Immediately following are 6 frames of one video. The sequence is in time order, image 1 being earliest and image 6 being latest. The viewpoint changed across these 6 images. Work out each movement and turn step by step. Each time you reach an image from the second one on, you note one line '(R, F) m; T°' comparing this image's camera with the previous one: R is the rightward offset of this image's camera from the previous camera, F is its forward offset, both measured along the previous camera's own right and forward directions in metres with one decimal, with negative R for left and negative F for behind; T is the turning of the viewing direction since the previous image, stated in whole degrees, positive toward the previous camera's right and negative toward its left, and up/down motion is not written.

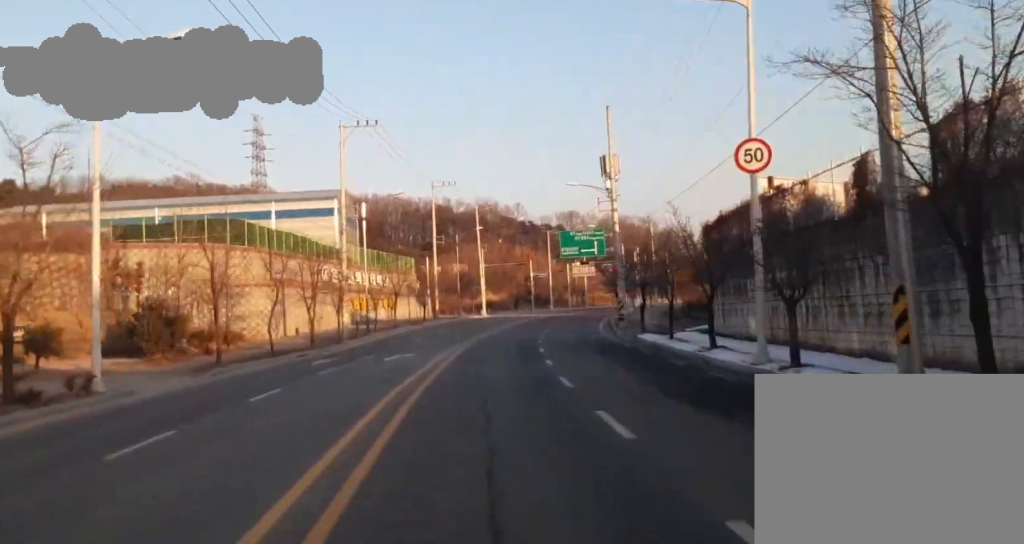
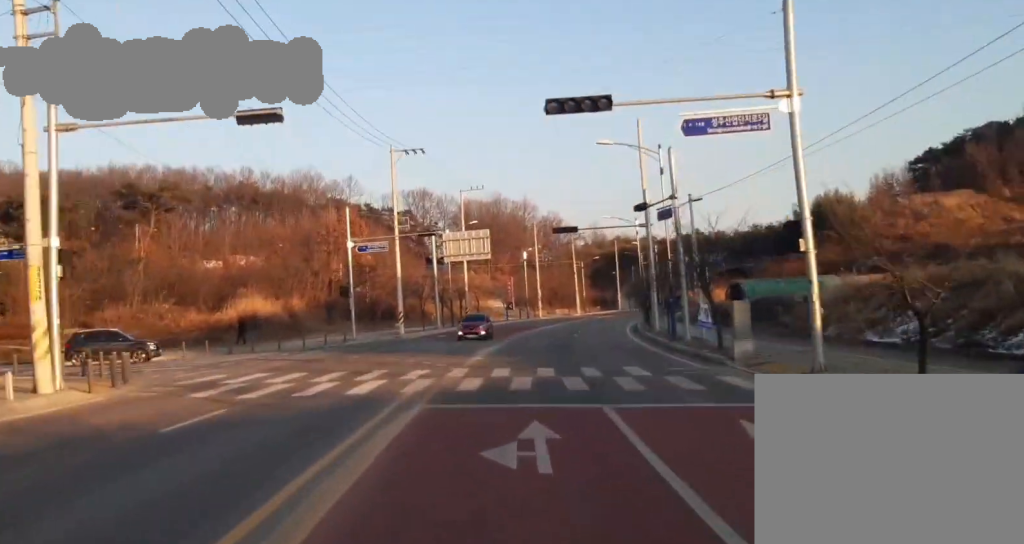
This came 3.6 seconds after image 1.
(+6.8, +94.4) m; +7°
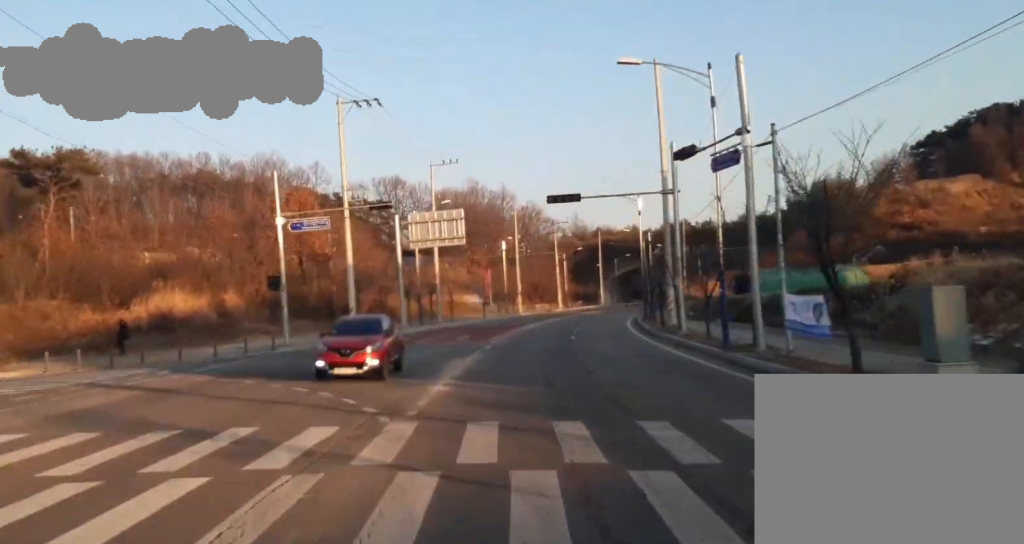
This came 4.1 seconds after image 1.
(-0.2, +14.0) m; +1°
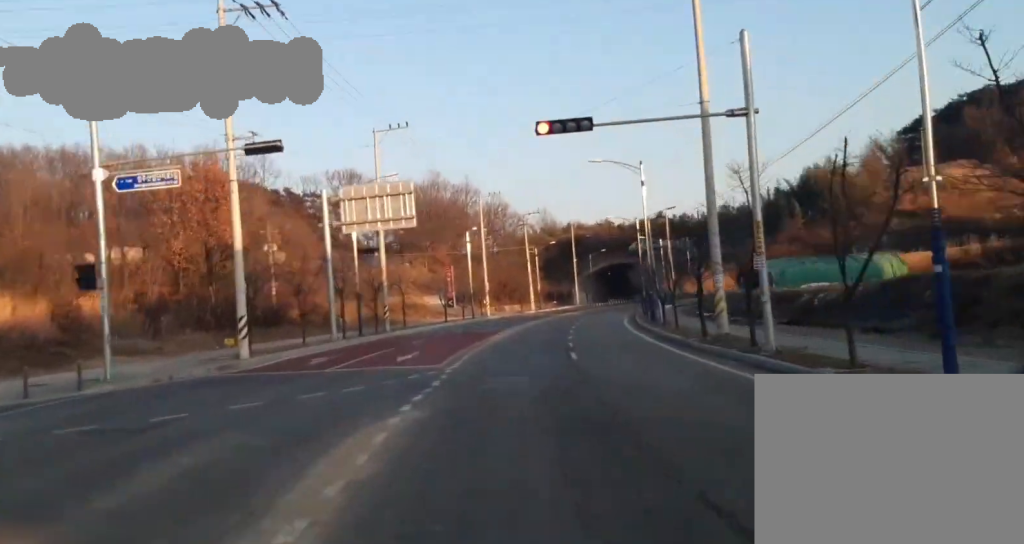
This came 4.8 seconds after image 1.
(+0.5, +16.6) m; +2°
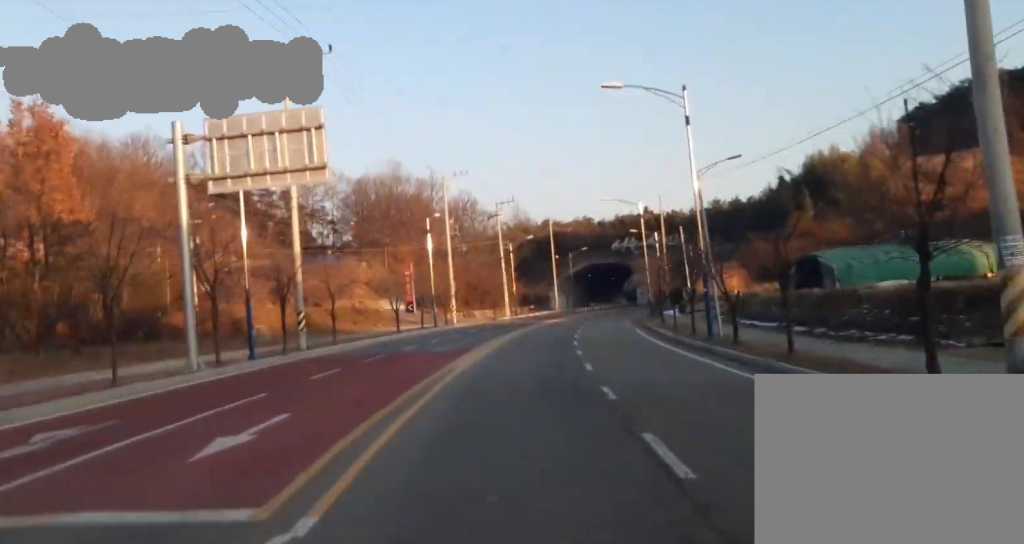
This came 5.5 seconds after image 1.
(+0.5, +19.2) m; +2°
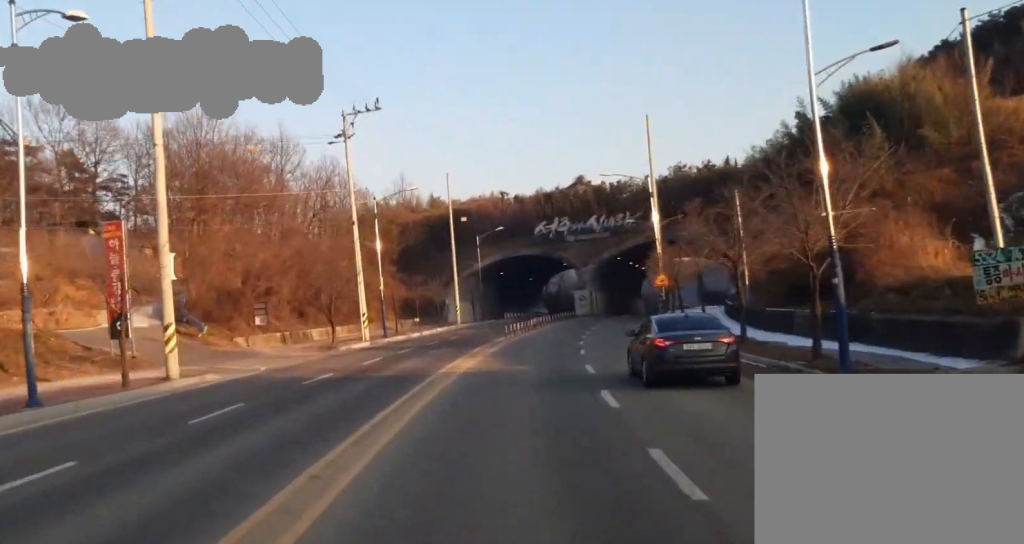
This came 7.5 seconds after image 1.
(+3.4, +53.5) m; +7°
